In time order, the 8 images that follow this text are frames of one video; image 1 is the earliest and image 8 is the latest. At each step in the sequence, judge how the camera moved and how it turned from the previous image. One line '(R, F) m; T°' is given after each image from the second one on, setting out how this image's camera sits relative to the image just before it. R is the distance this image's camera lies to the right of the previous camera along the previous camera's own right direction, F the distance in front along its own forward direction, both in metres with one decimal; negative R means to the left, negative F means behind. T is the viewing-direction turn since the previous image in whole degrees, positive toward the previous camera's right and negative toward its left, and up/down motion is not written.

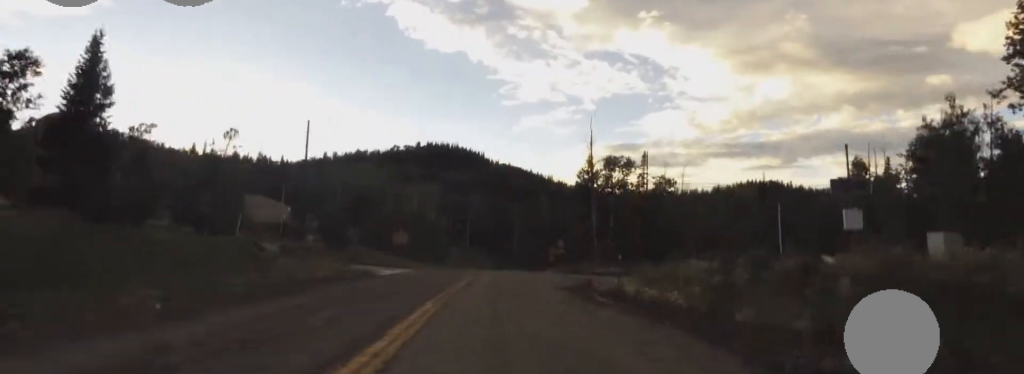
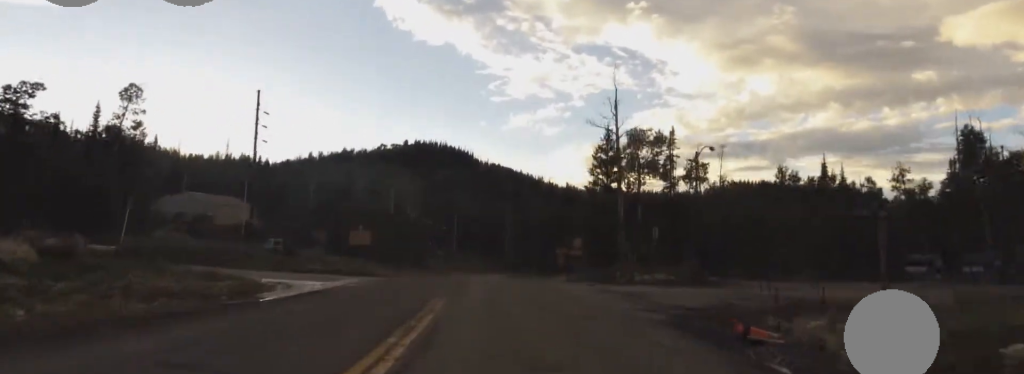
(-0.9, +17.4) m; -3°
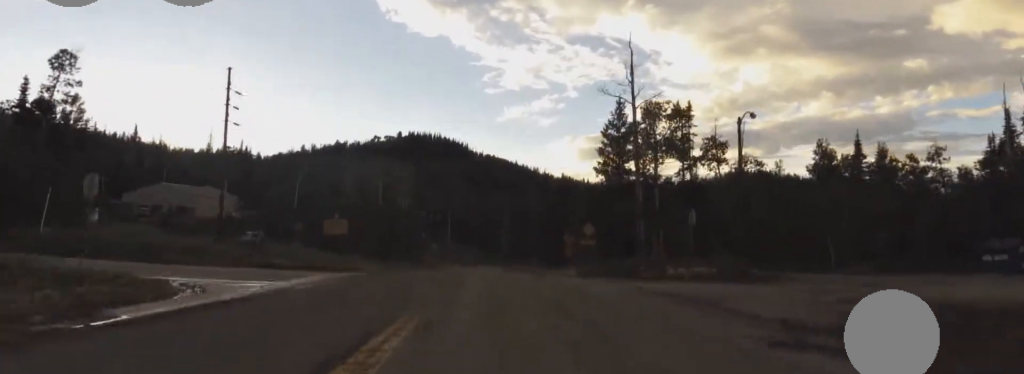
(-0.1, +7.3) m; +2°
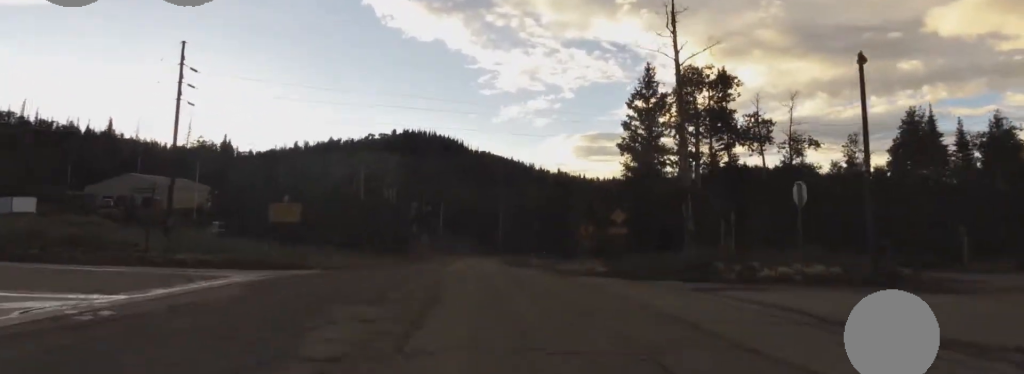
(+0.2, +10.5) m; +3°
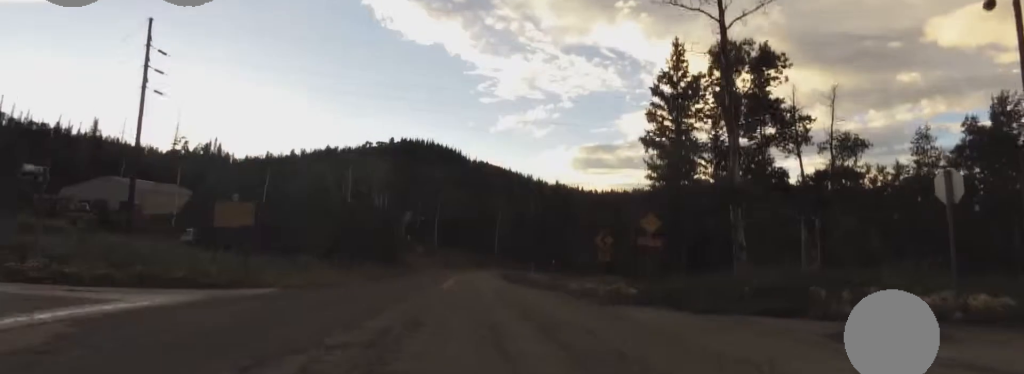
(+0.5, +6.4) m; +1°
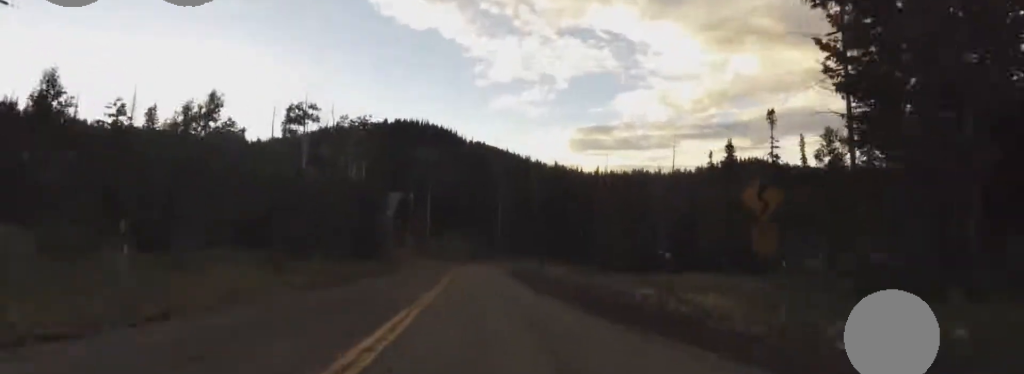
(-0.4, +18.2) m; 0°
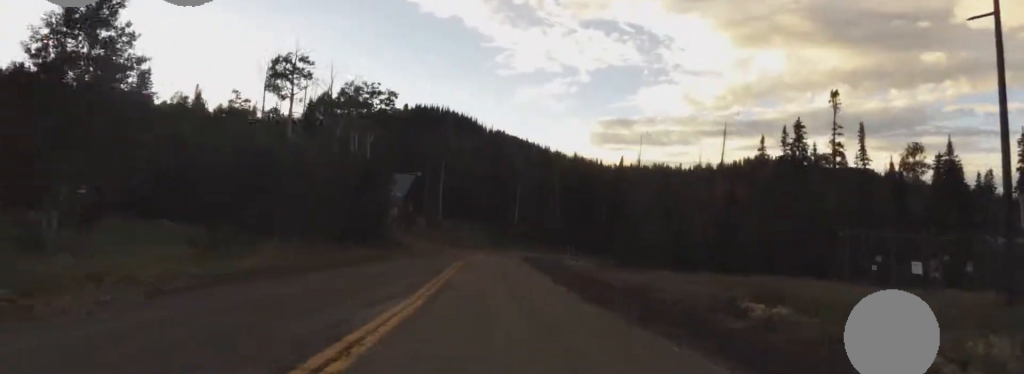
(+0.4, +9.7) m; -1°
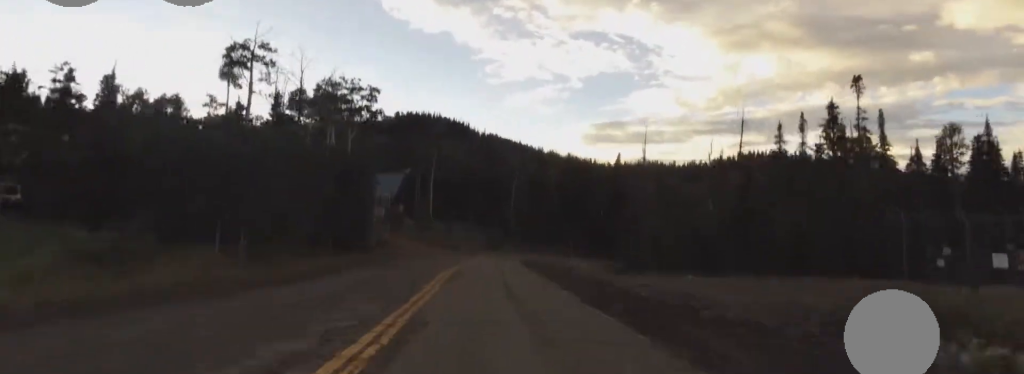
(-0.4, +6.6) m; -2°
